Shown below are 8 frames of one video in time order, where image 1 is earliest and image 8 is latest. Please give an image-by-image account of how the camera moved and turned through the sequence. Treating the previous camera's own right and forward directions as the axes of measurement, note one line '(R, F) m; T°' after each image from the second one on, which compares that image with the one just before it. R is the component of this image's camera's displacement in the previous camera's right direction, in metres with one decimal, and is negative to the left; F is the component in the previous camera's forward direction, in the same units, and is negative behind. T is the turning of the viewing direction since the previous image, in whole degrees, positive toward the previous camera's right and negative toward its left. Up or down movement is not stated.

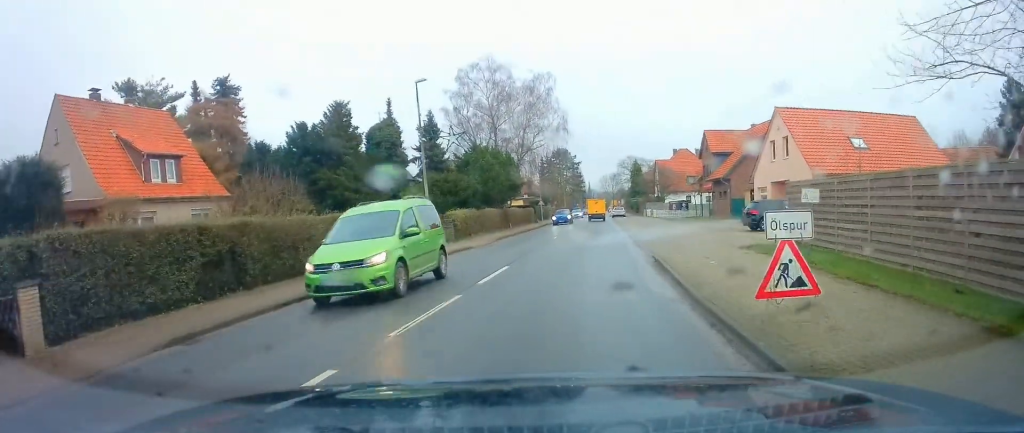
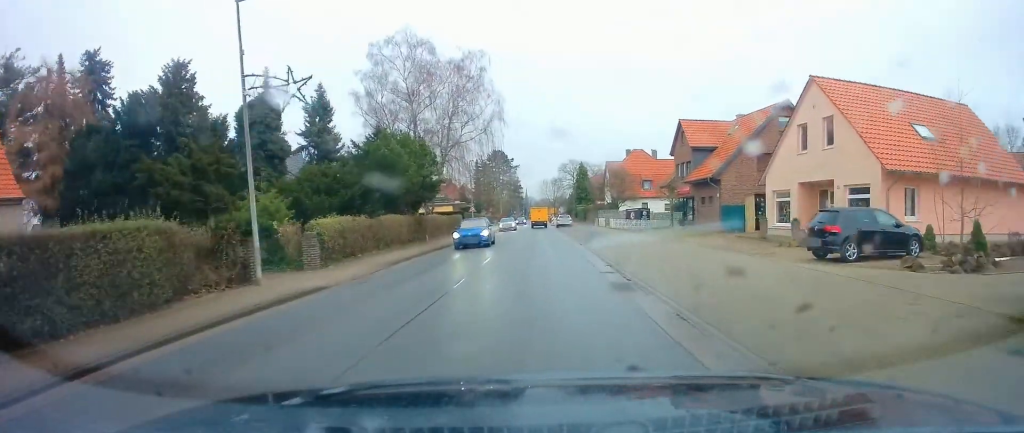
(+0.6, +11.9) m; +7°
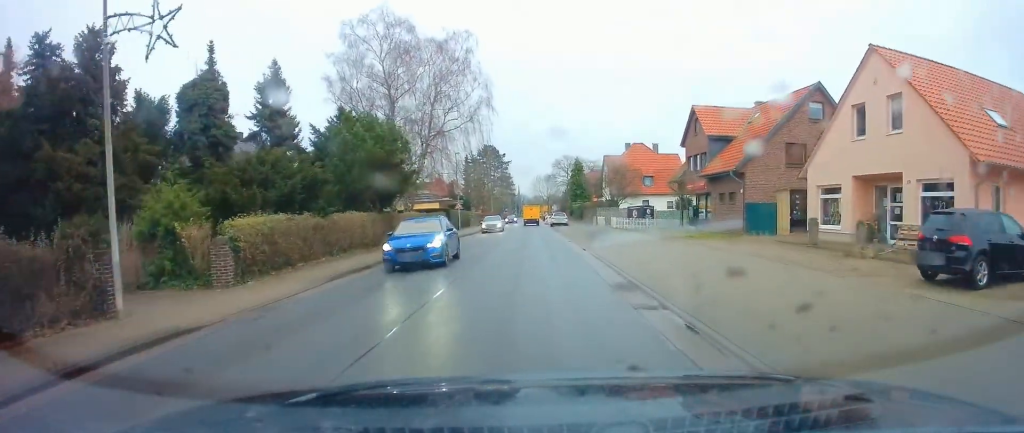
(+0.3, +5.5) m; +3°
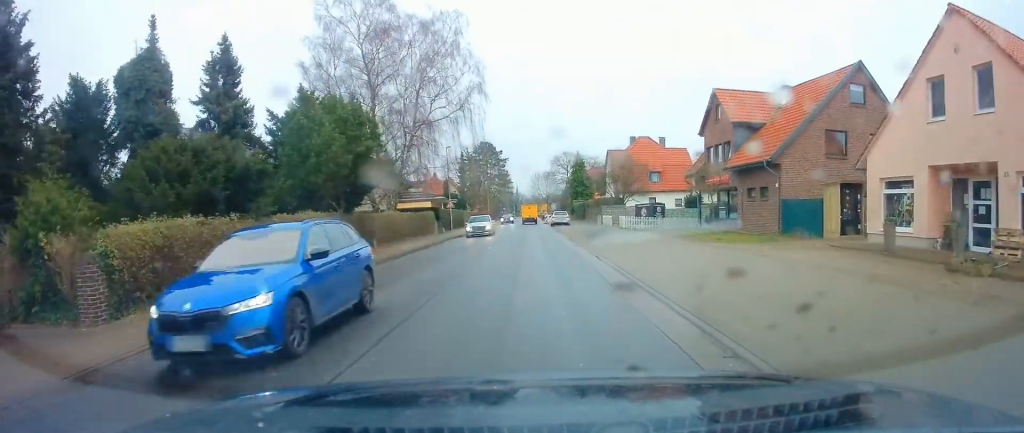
(0.0, +5.1) m; 0°
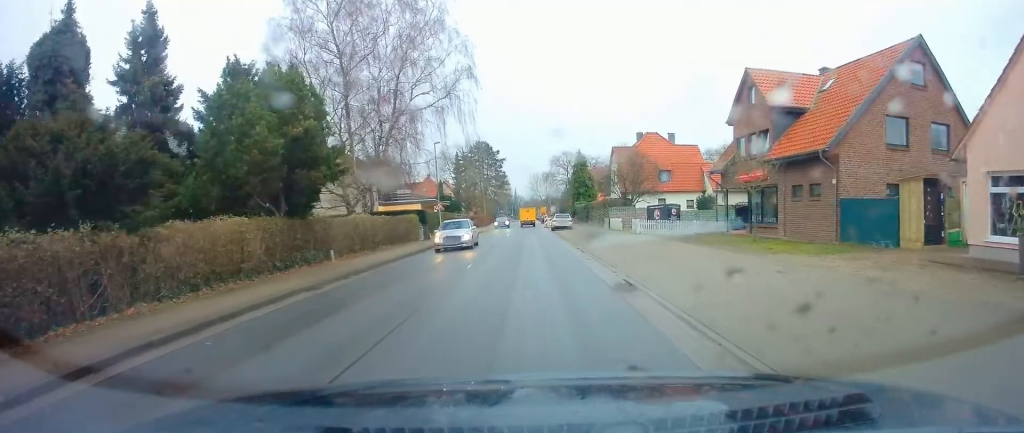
(0.0, +5.7) m; 0°
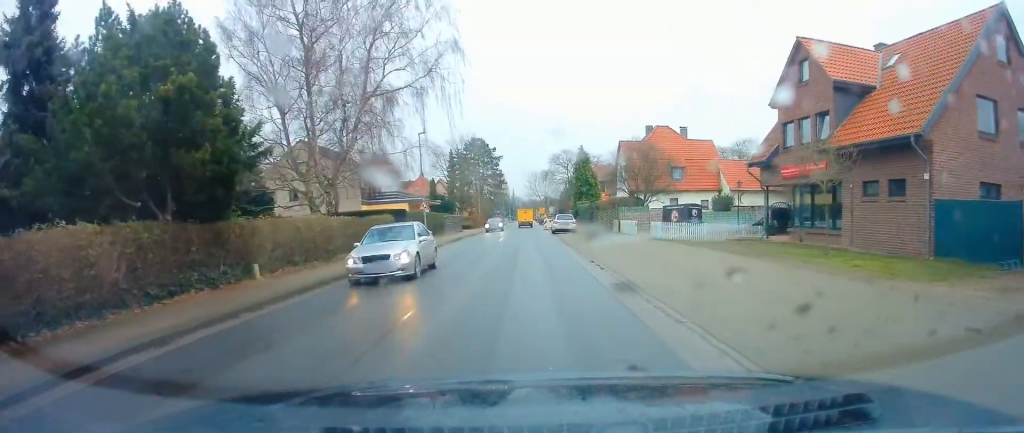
(0.0, +6.1) m; +1°
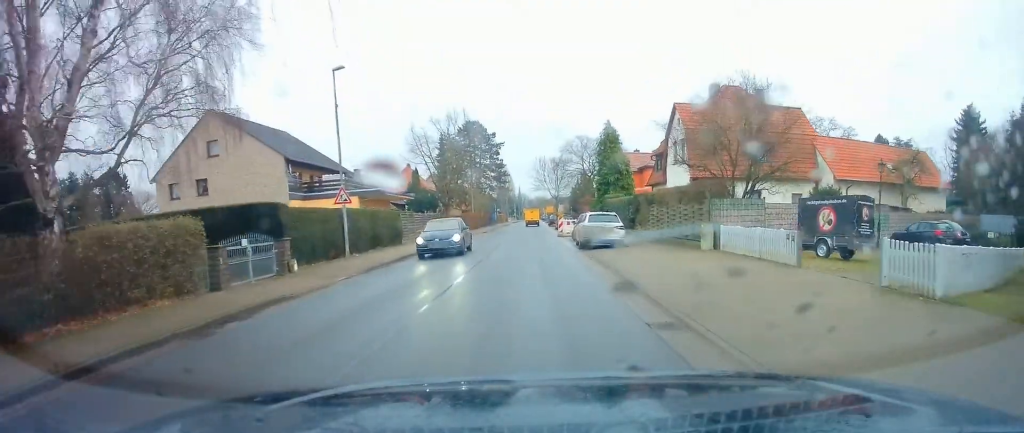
(+0.4, +19.6) m; +2°
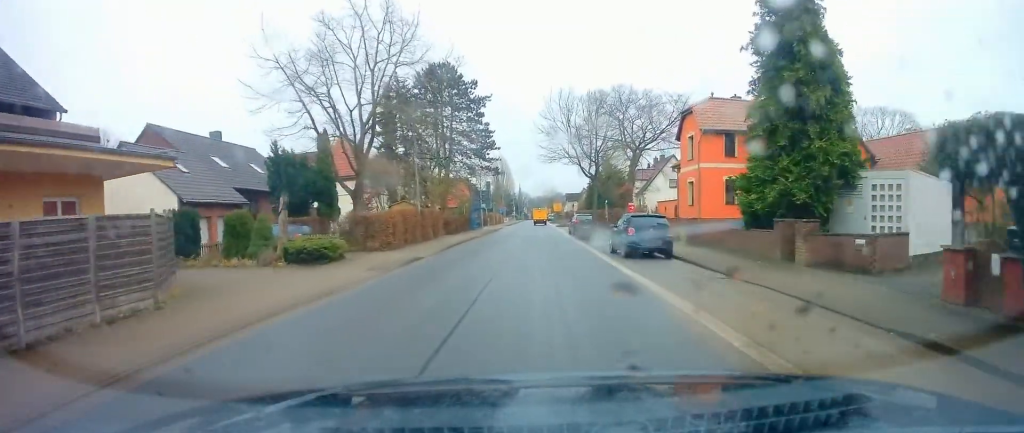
(-0.8, +37.5) m; -2°
